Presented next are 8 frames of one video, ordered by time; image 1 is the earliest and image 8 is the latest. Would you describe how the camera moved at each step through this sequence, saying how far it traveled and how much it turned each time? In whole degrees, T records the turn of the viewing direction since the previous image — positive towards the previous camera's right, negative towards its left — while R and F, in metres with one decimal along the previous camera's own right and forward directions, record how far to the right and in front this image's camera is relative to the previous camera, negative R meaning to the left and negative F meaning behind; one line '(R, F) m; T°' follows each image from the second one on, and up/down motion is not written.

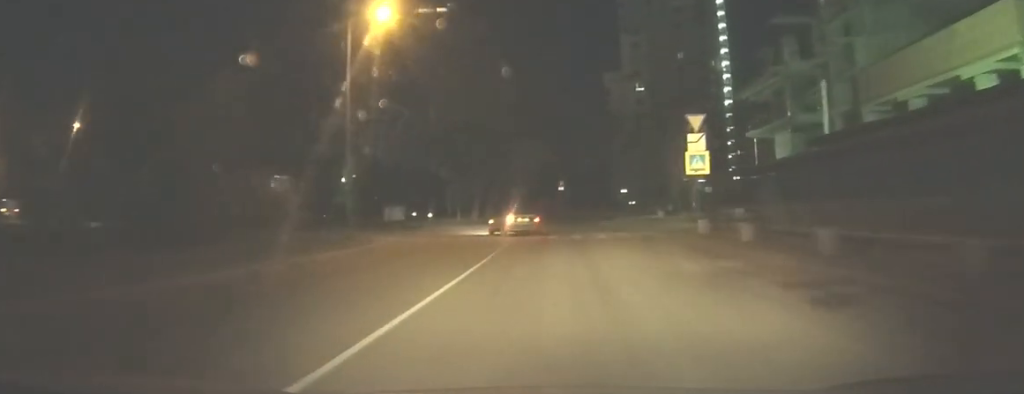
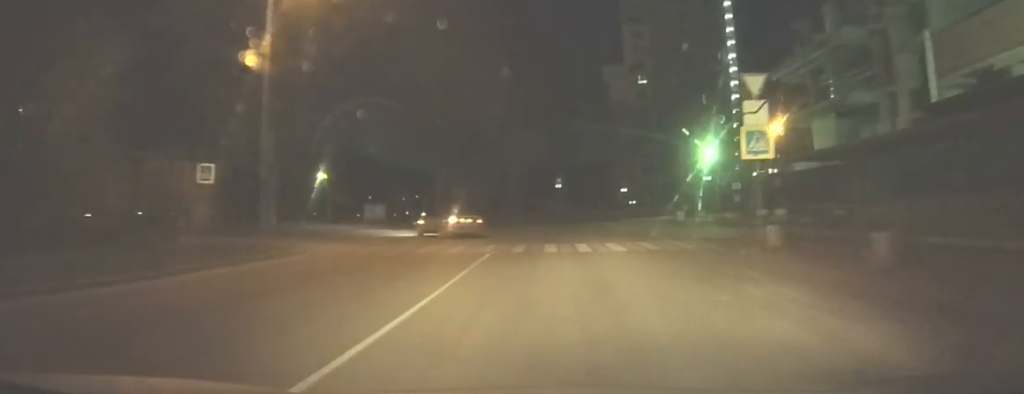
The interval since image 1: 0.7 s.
(0.0, +7.6) m; +1°
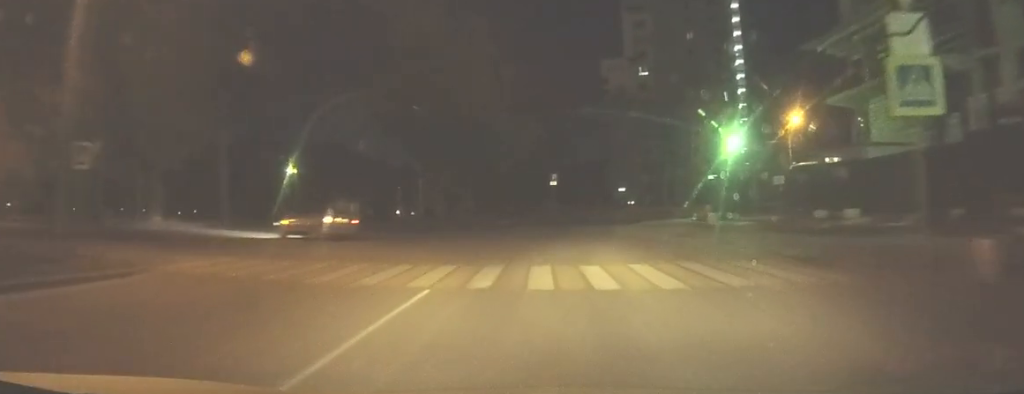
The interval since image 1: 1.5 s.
(+0.1, +8.1) m; 0°
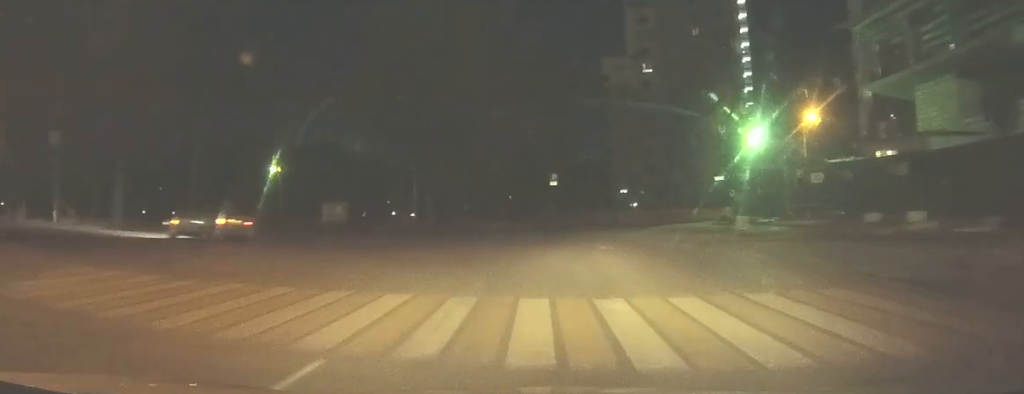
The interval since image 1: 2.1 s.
(+0.1, +4.6) m; -1°
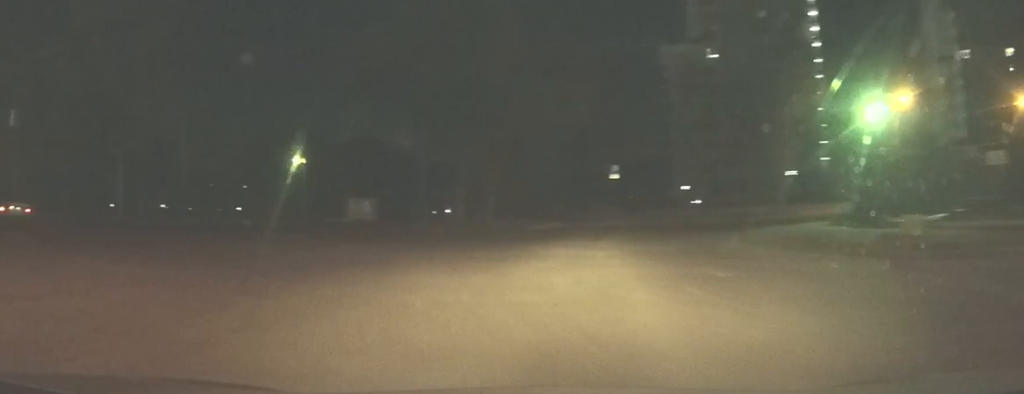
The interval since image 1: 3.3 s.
(-0.4, +9.1) m; -9°
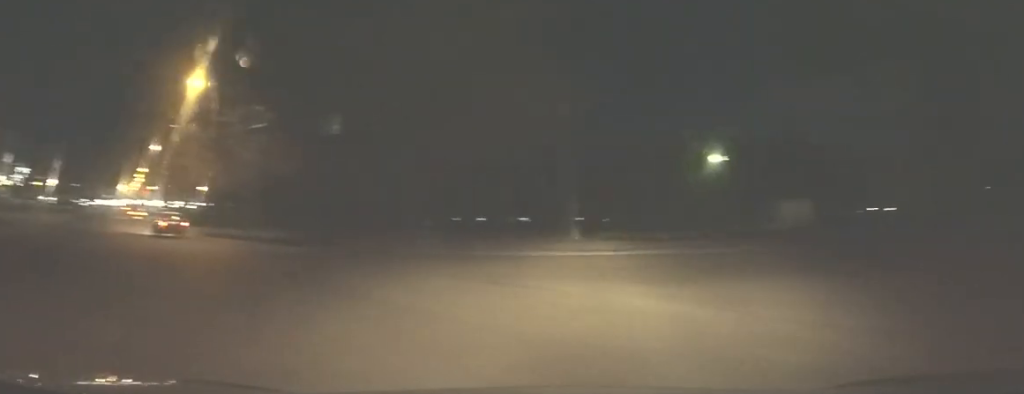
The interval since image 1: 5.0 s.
(-3.2, +10.2) m; -38°
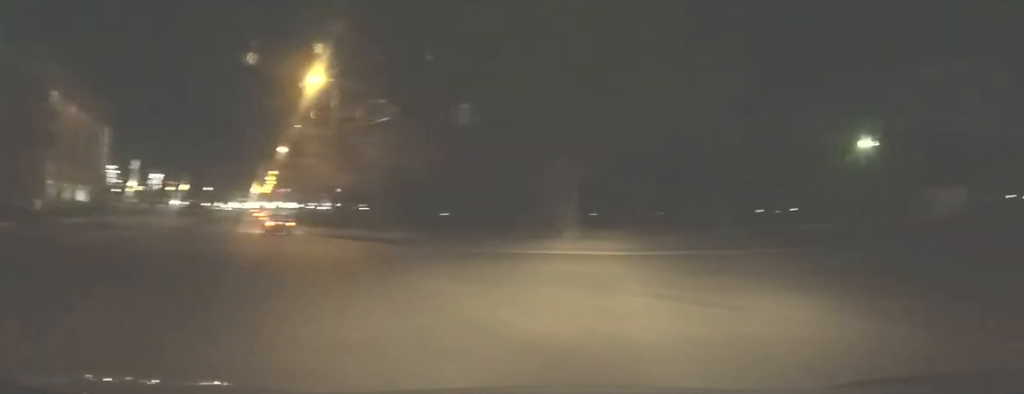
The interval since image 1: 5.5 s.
(-0.2, +2.9) m; -10°
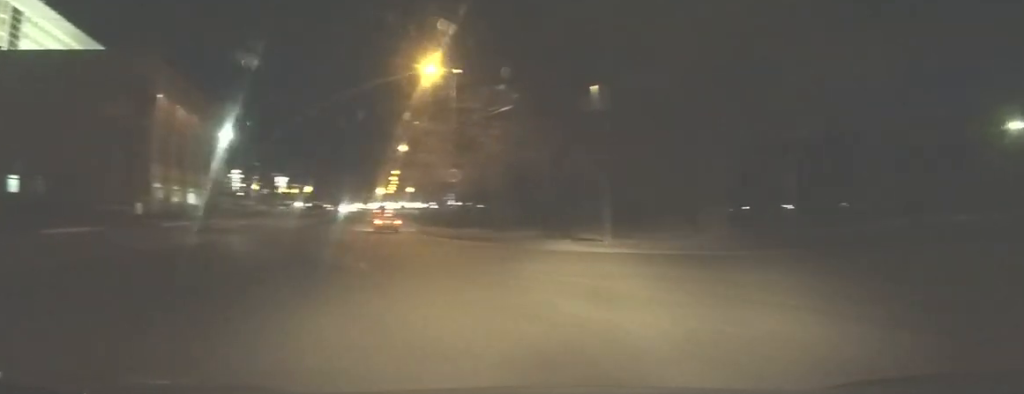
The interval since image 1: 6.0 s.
(-0.4, +3.2) m; -7°
